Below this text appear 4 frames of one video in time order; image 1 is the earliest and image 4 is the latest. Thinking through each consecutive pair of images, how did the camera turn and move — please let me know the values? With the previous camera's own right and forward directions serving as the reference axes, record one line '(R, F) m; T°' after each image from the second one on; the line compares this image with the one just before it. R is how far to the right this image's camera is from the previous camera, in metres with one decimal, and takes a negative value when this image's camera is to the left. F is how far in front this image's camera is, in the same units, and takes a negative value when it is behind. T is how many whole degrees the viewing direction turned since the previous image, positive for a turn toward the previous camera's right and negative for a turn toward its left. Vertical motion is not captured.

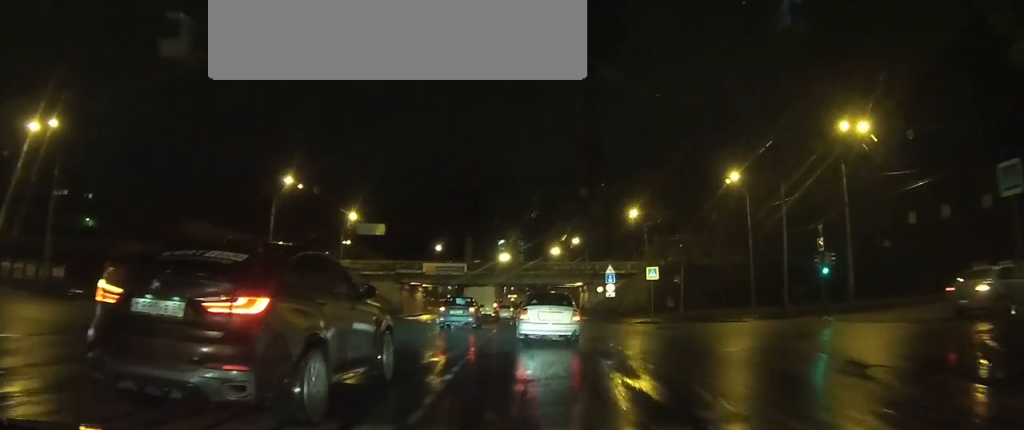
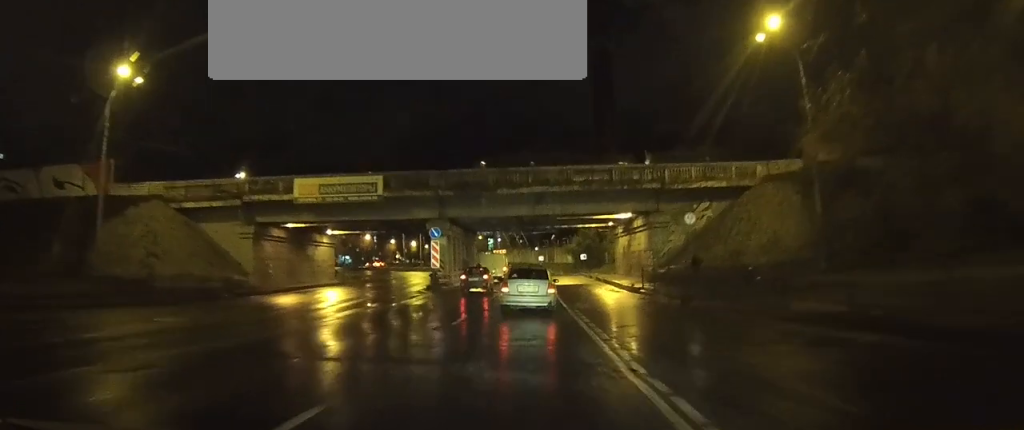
(+0.2, +48.8) m; +1°
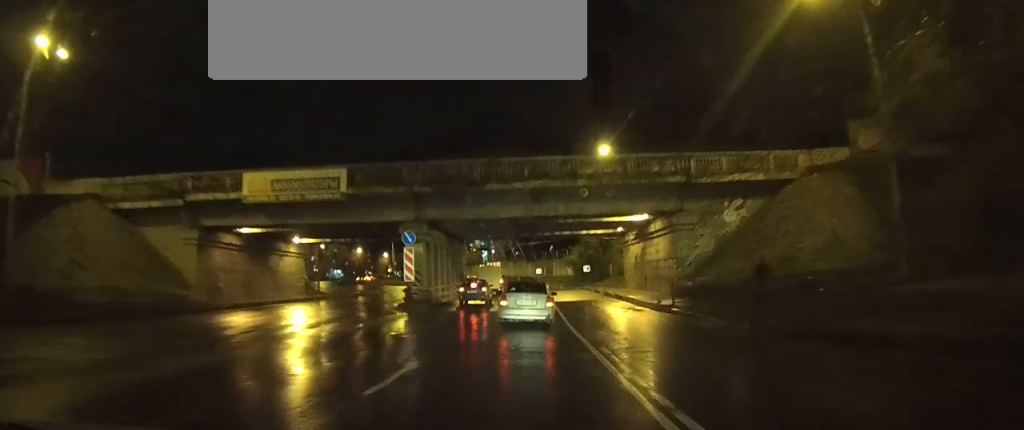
(0.0, +7.5) m; 0°
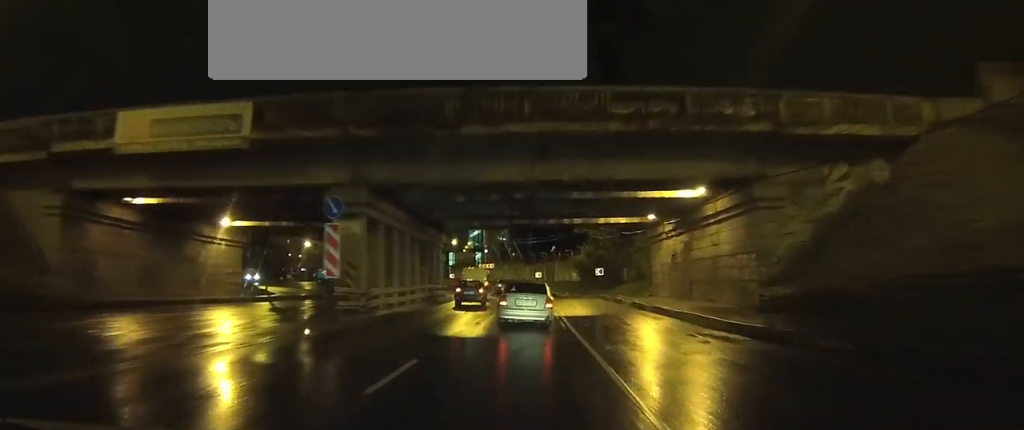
(+0.1, +12.1) m; 0°
